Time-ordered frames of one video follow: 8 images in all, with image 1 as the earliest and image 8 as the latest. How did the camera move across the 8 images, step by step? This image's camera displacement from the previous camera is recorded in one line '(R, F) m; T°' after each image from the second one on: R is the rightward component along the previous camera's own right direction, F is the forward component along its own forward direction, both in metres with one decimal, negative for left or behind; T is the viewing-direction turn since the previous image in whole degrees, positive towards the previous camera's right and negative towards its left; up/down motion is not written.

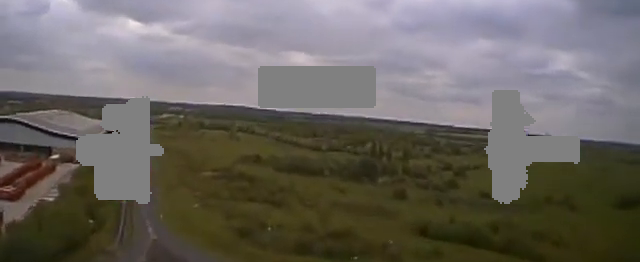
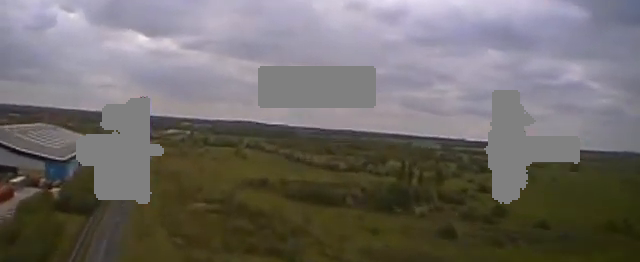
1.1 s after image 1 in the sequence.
(0.0, +45.1) m; 0°
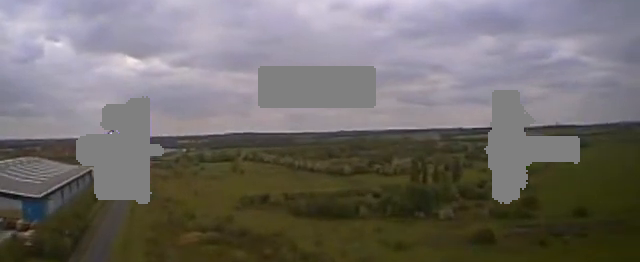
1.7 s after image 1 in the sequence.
(0.0, +22.2) m; 0°
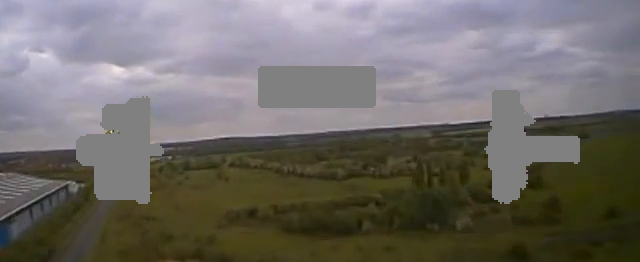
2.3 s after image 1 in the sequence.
(-0.2, +23.6) m; +1°
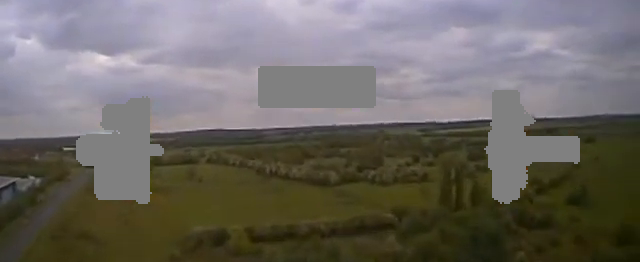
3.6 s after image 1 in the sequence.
(+0.9, +49.4) m; +3°
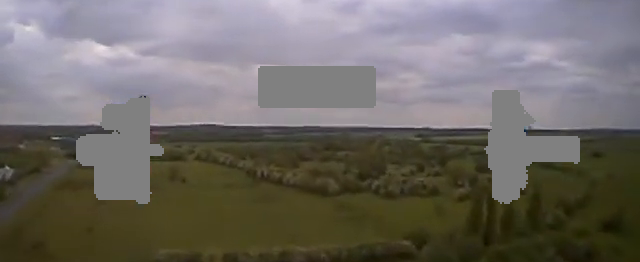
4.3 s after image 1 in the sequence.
(+0.5, +29.3) m; +1°
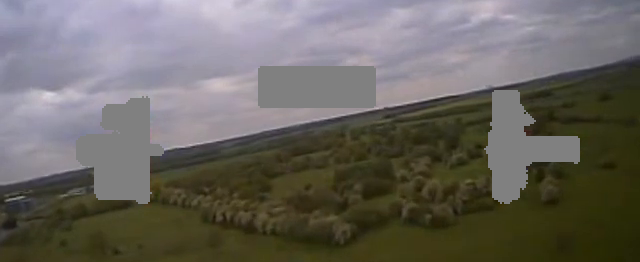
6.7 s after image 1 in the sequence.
(+3.2, +93.1) m; +4°
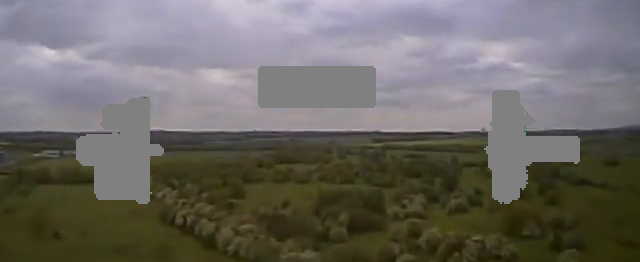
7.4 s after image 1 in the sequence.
(+0.3, +27.4) m; +1°
